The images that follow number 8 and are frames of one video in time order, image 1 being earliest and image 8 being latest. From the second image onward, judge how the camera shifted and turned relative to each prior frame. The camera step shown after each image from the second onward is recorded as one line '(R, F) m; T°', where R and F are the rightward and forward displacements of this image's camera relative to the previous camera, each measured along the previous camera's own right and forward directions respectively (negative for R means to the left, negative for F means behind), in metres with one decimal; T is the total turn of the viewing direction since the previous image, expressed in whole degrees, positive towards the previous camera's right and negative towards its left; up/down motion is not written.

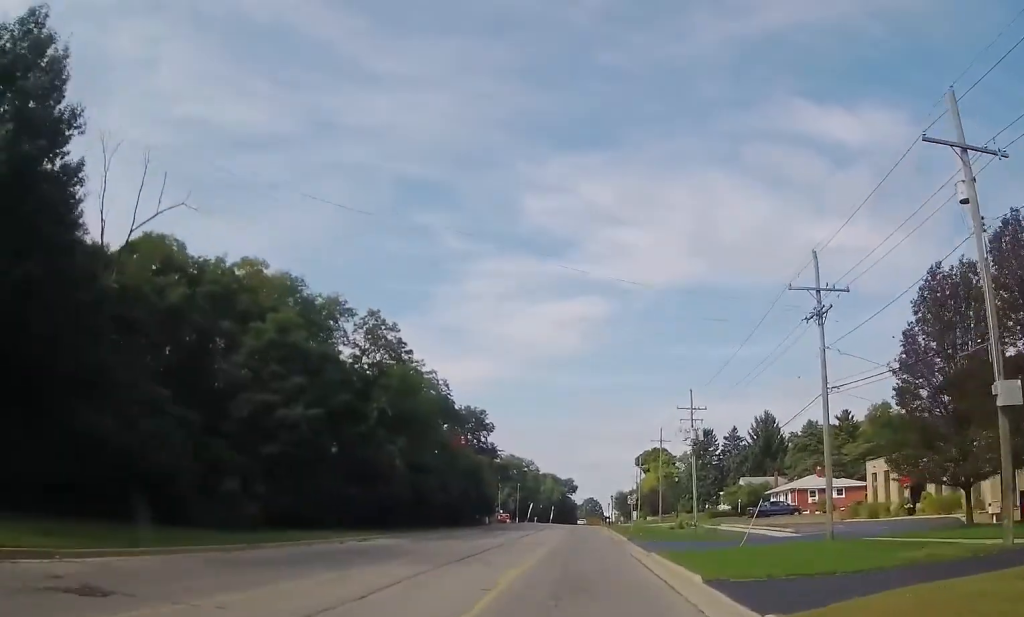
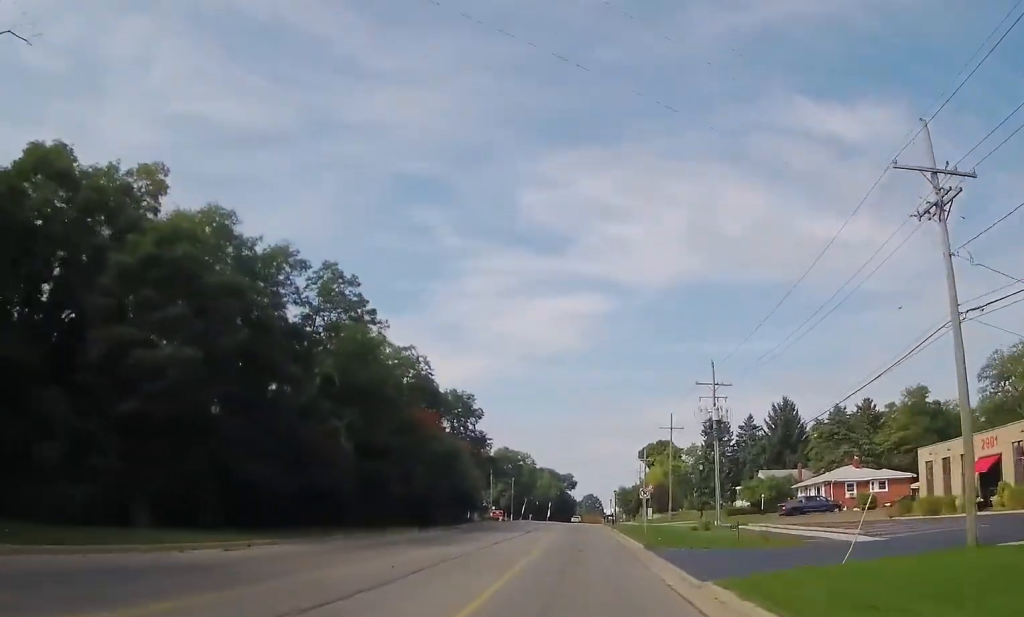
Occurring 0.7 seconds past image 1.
(0.0, +12.3) m; 0°
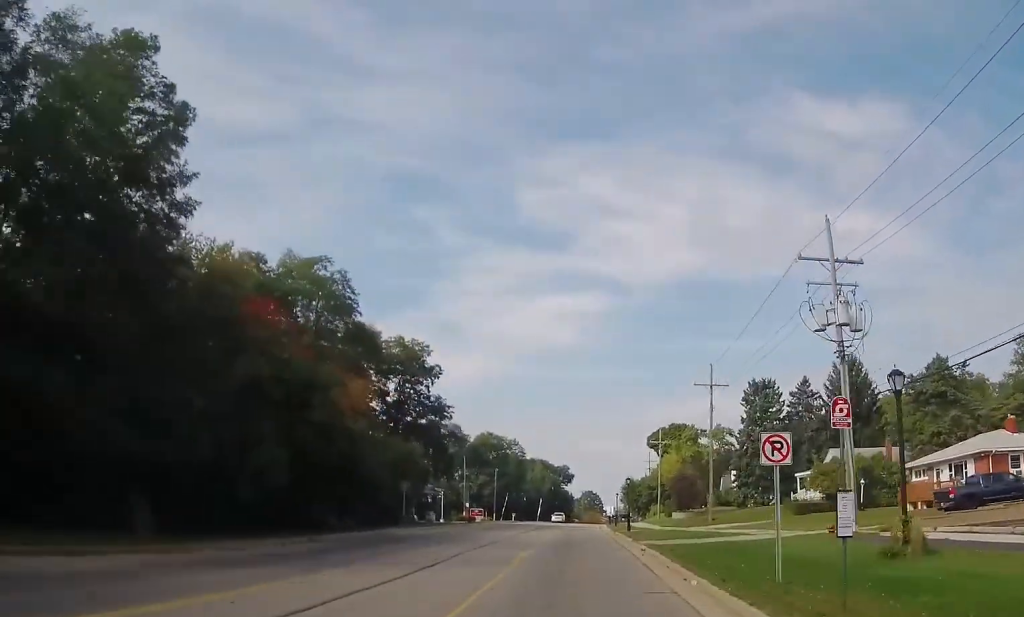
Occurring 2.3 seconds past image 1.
(-0.8, +29.5) m; -3°
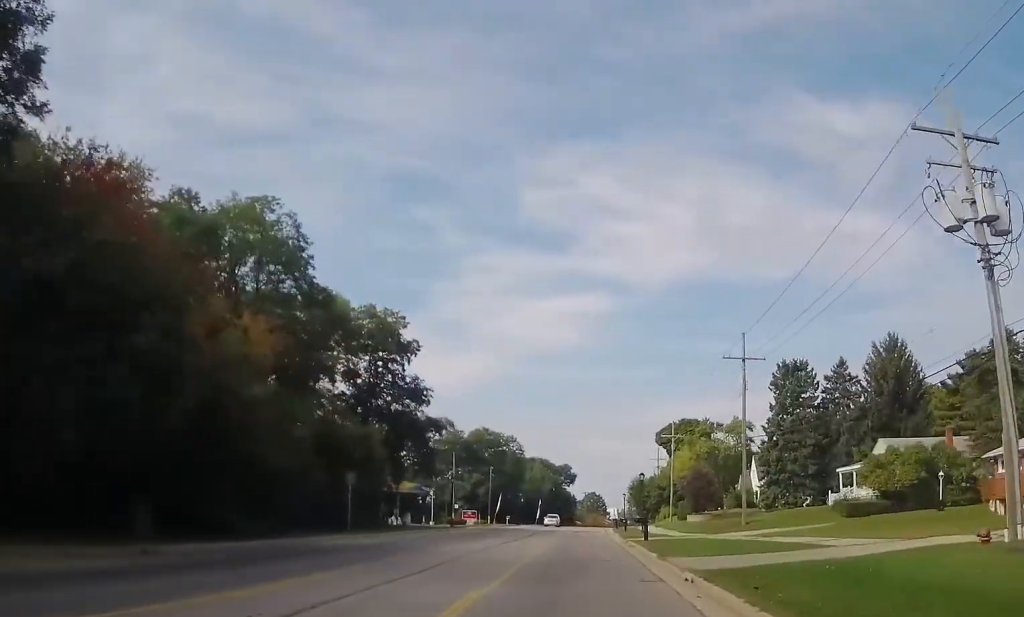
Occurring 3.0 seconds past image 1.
(0.0, +11.6) m; 0°
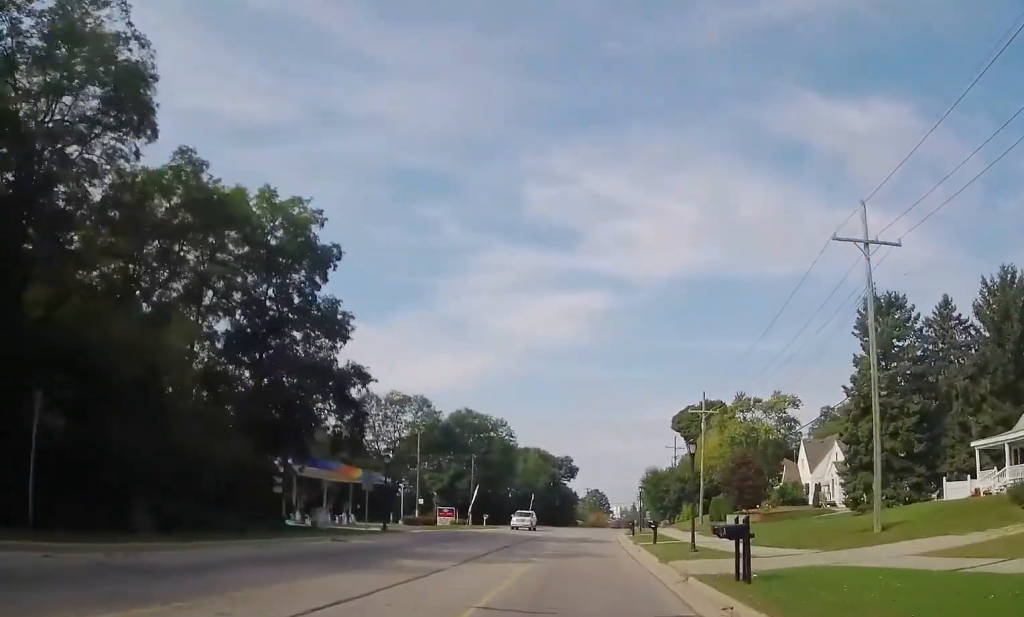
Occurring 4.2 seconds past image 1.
(0.0, +22.5) m; 0°
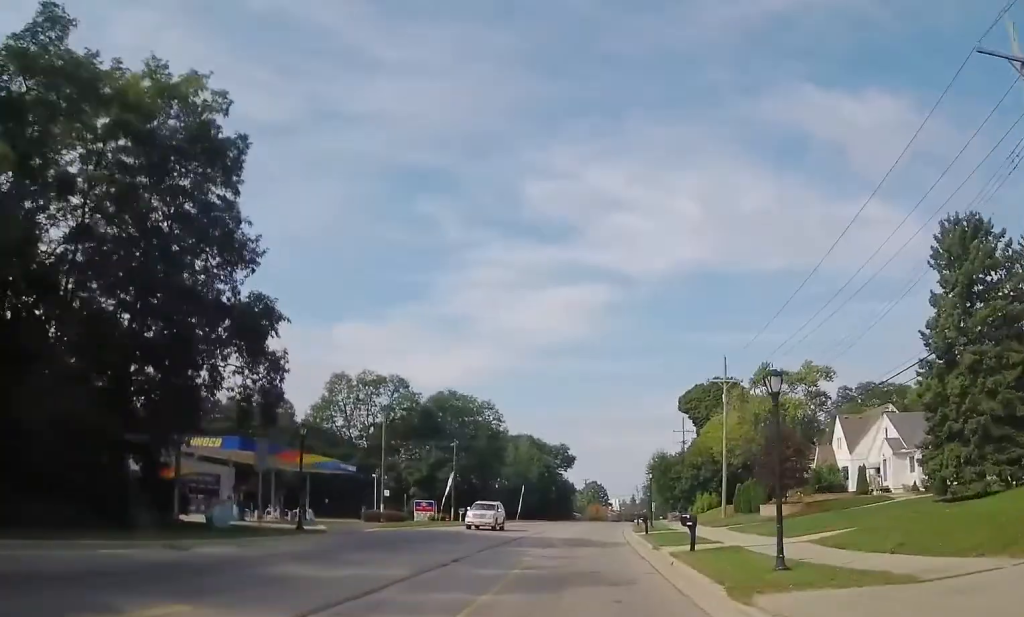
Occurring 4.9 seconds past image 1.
(0.0, +12.7) m; 0°
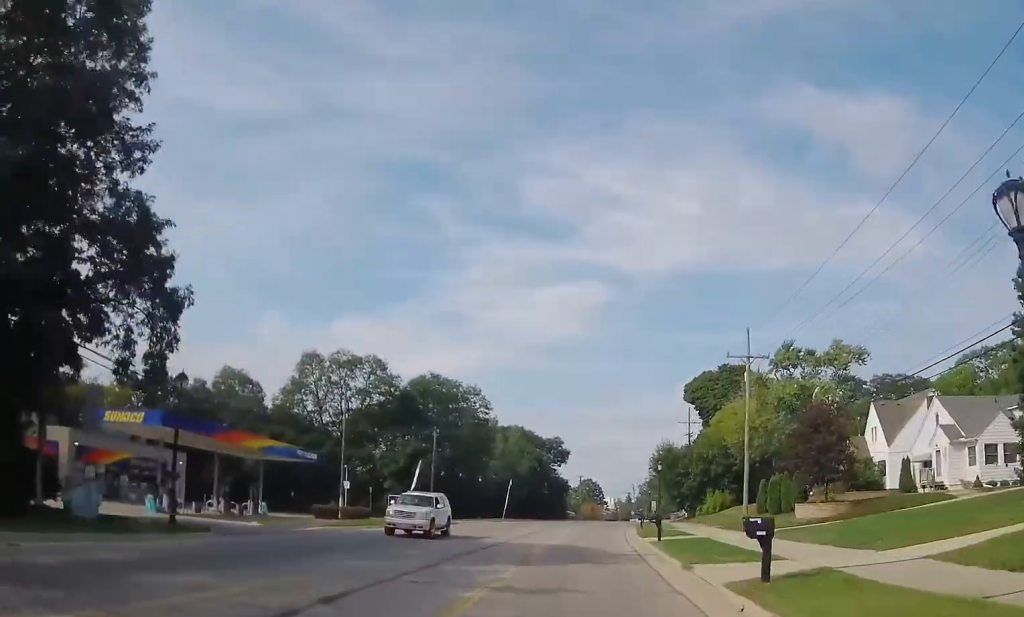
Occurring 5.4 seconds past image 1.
(0.0, +9.6) m; 0°
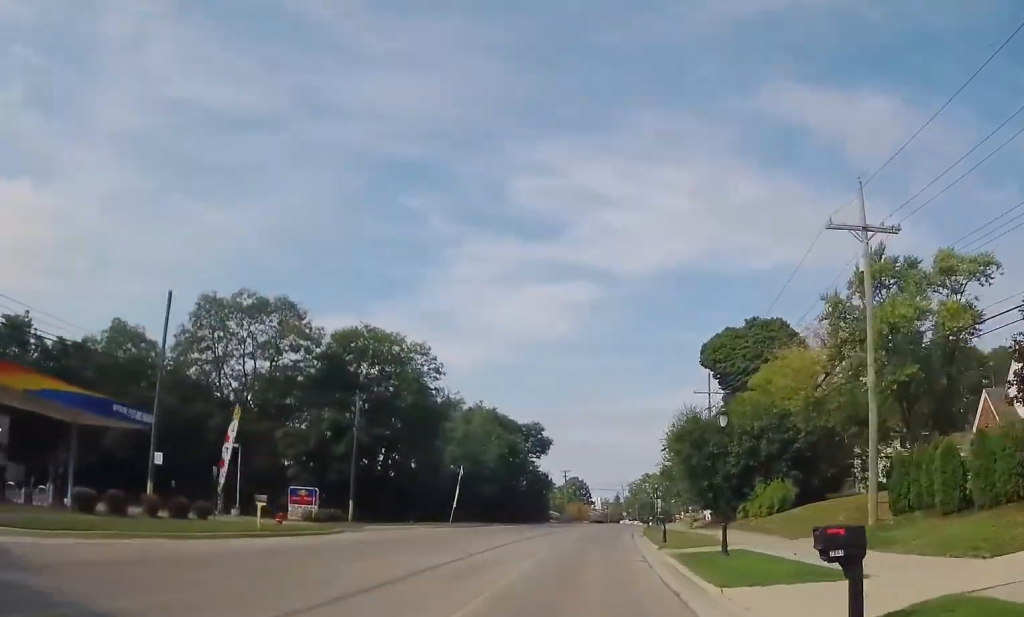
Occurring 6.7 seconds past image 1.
(+0.2, +23.8) m; +2°
